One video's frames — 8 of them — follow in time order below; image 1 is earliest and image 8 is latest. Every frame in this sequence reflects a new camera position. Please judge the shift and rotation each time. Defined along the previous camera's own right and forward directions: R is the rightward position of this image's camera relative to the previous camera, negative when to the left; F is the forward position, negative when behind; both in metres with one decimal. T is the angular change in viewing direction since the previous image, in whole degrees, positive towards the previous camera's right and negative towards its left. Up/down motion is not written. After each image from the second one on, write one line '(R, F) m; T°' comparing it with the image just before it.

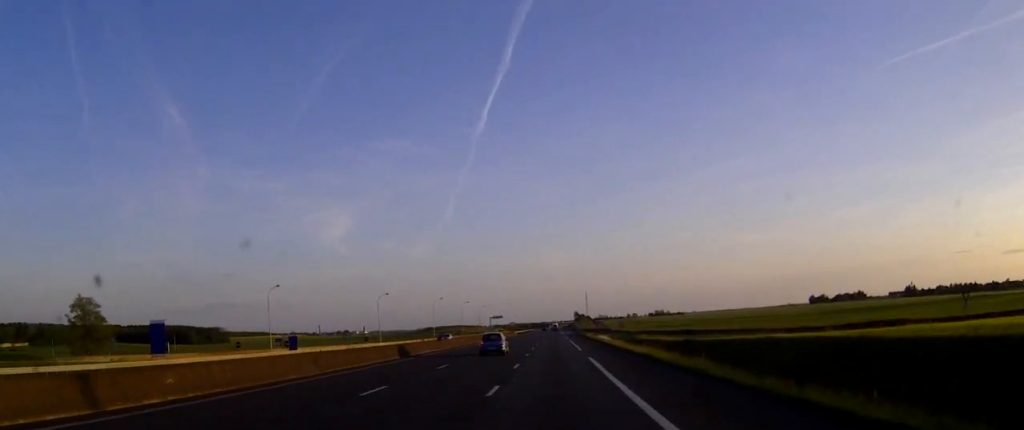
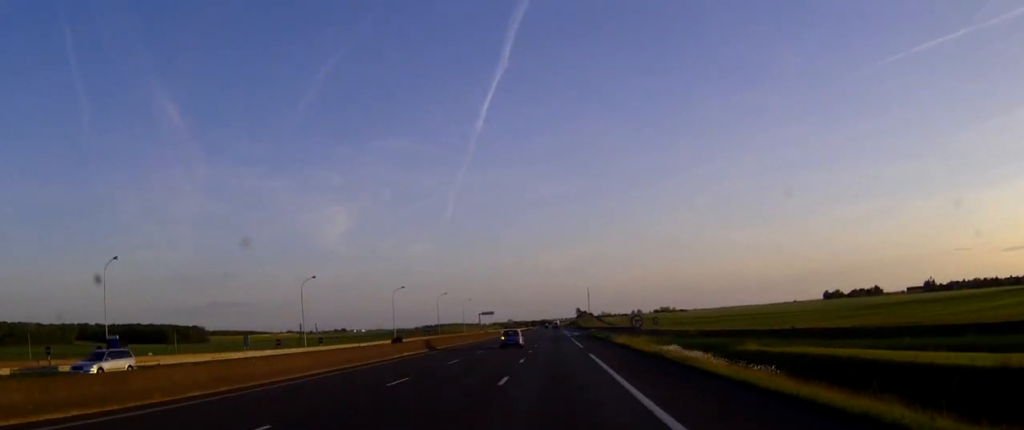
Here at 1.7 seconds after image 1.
(0.0, +49.7) m; 0°
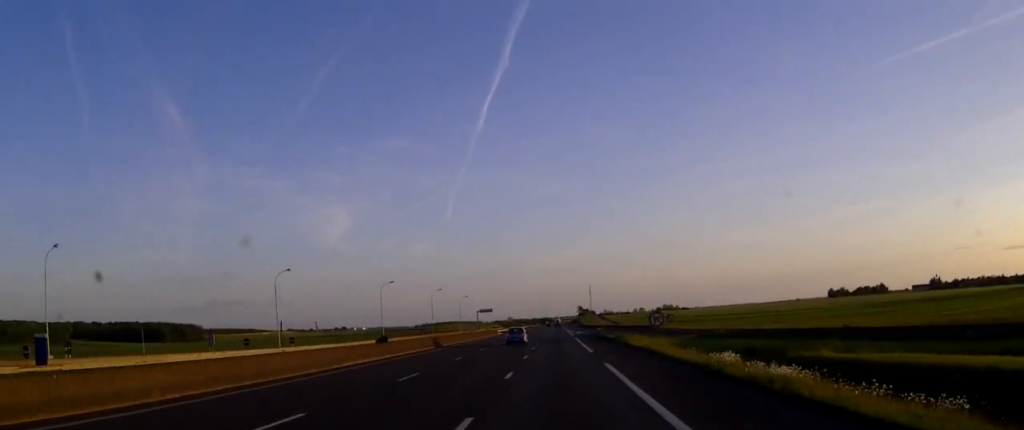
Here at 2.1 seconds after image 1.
(0.0, +11.5) m; 0°
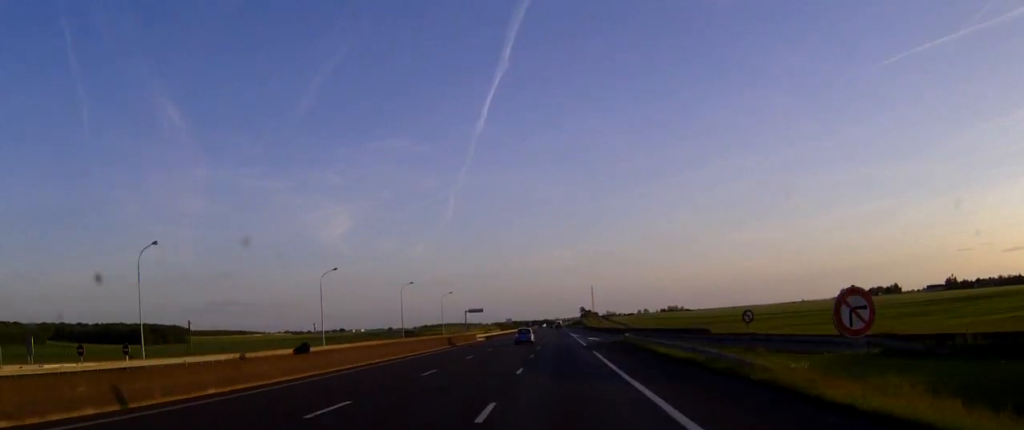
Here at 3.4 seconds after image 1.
(-0.1, +36.3) m; 0°
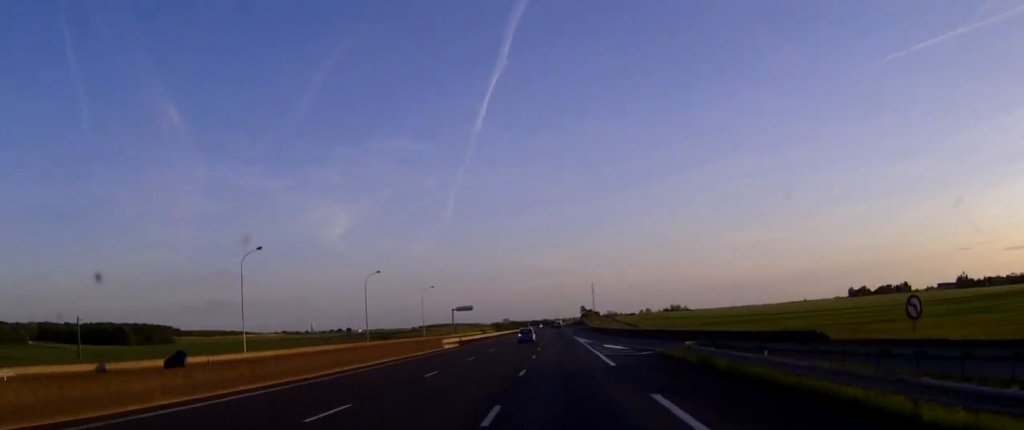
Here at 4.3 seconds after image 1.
(0.0, +26.6) m; 0°
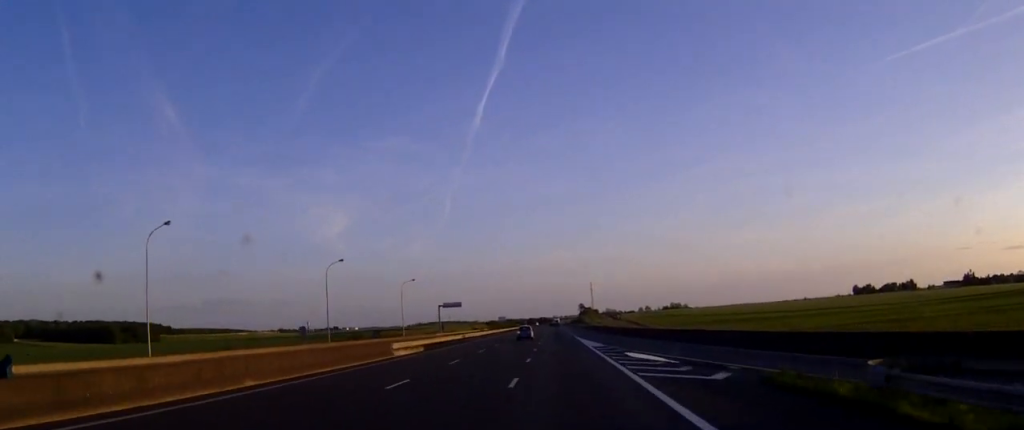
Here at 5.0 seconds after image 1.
(0.0, +19.1) m; 0°
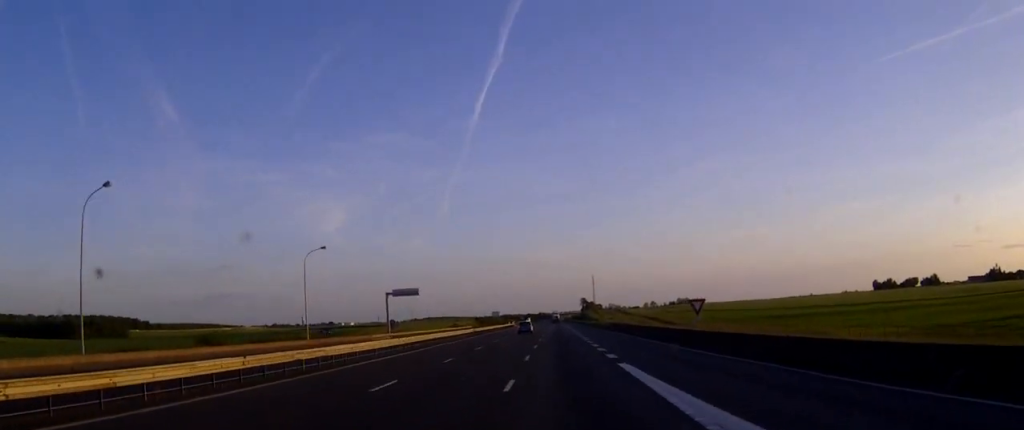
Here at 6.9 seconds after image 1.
(+0.1, +54.3) m; 0°
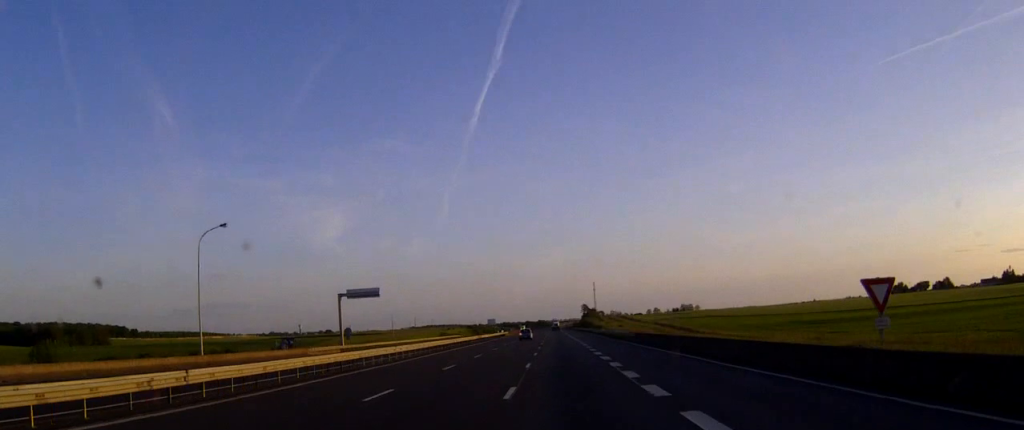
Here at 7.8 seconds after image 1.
(0.0, +26.7) m; 0°
